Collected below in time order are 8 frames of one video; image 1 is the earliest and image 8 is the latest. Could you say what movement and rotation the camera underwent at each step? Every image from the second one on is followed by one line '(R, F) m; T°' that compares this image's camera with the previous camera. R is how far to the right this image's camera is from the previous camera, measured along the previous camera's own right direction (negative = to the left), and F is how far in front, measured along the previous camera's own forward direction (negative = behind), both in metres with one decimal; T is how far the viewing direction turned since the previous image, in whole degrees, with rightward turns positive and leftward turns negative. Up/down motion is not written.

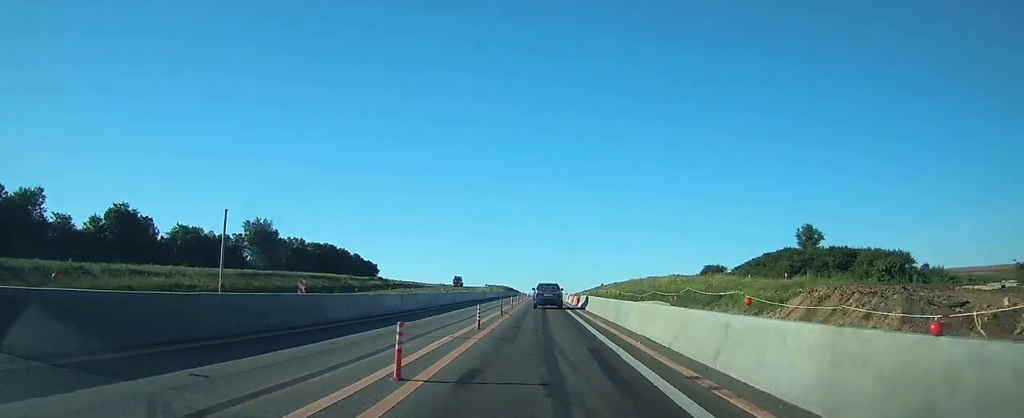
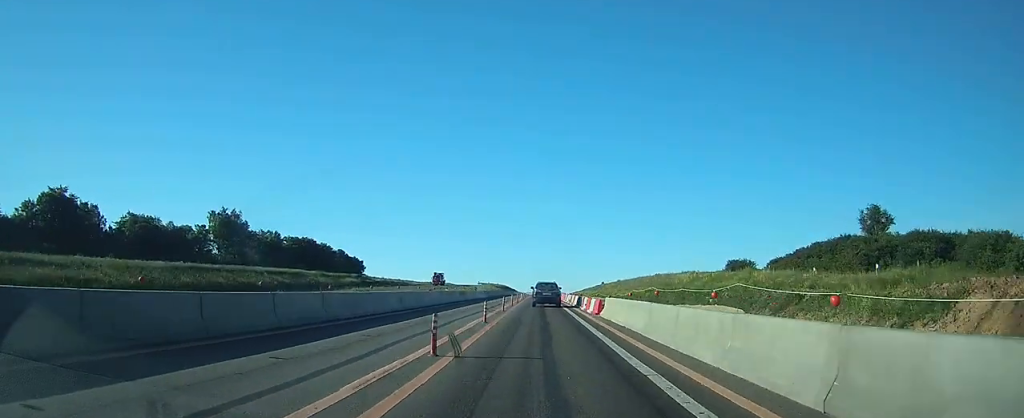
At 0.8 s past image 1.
(0.0, +17.3) m; 0°
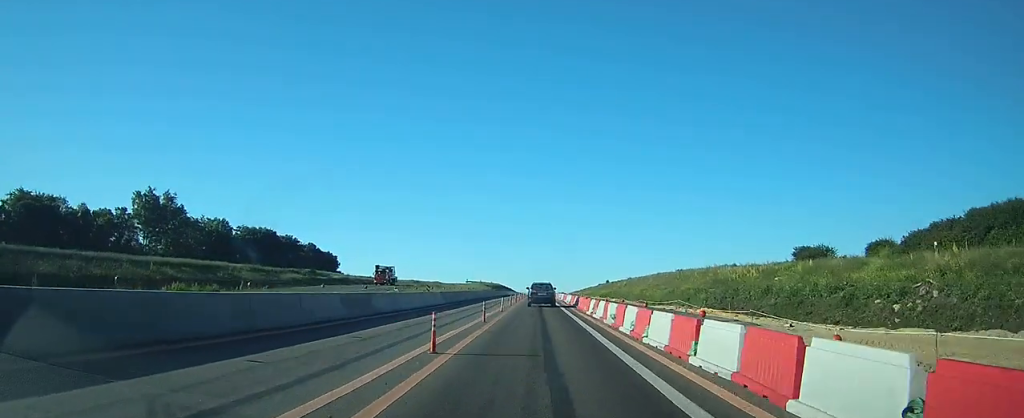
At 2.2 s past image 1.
(0.0, +29.5) m; 0°
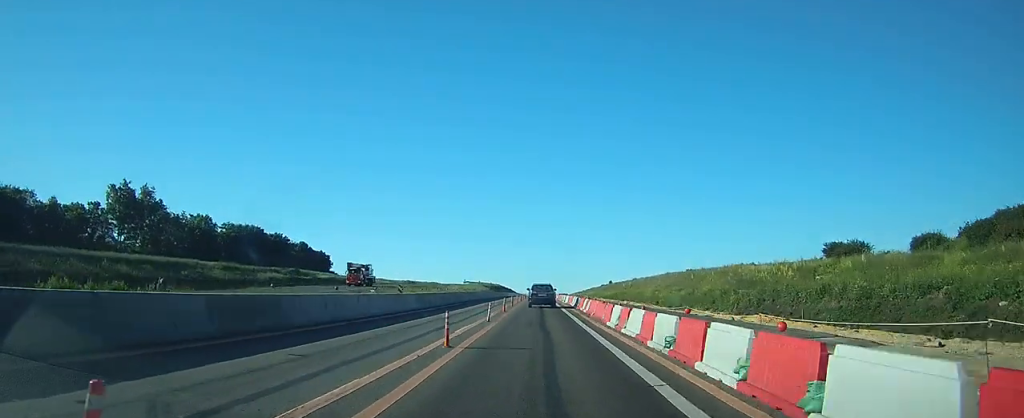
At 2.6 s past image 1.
(0.0, +8.5) m; 0°
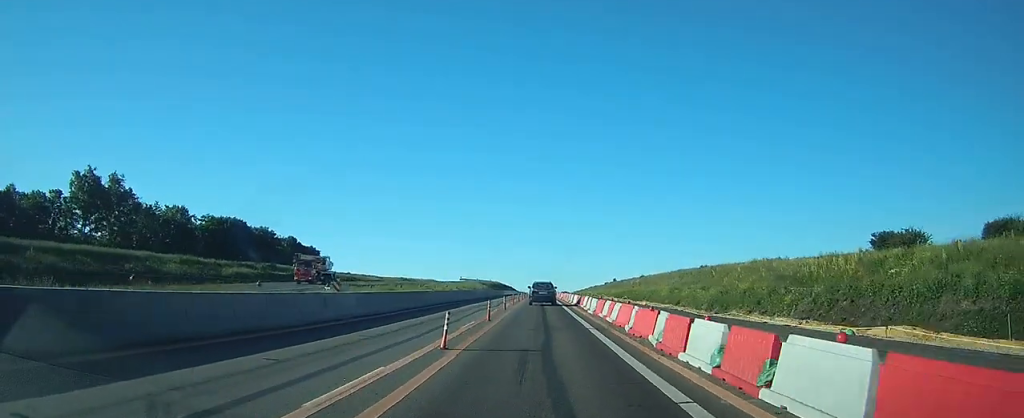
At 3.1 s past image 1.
(0.0, +10.7) m; 0°
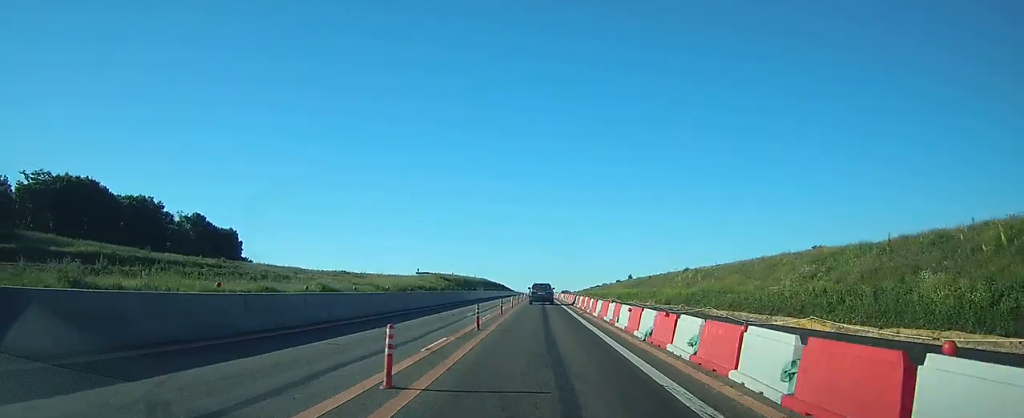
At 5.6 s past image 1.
(-0.1, +54.8) m; 0°
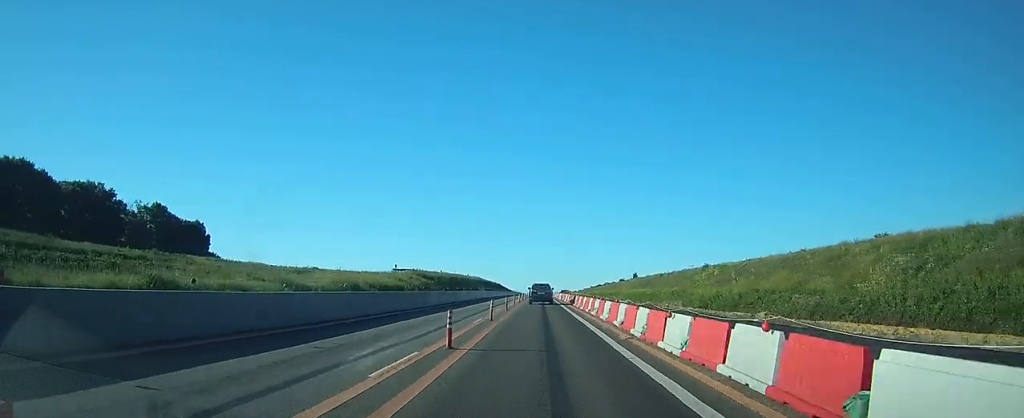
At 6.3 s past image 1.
(0.0, +15.6) m; 0°
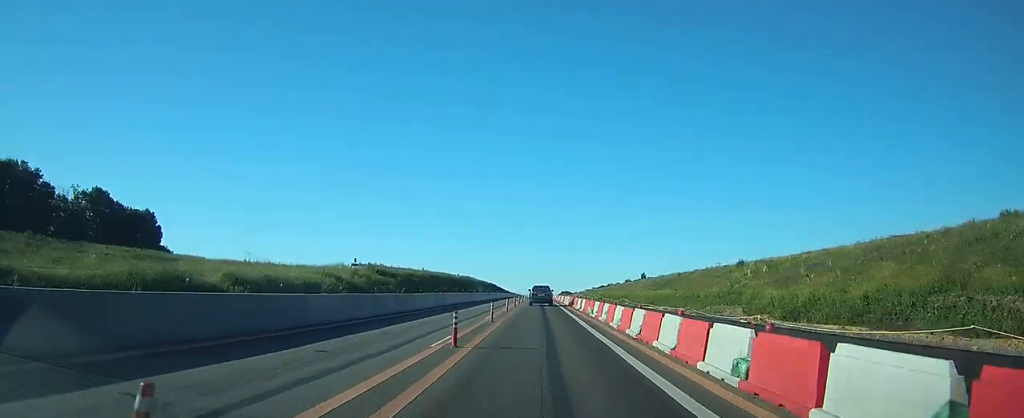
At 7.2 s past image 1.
(-0.1, +19.5) m; 0°
